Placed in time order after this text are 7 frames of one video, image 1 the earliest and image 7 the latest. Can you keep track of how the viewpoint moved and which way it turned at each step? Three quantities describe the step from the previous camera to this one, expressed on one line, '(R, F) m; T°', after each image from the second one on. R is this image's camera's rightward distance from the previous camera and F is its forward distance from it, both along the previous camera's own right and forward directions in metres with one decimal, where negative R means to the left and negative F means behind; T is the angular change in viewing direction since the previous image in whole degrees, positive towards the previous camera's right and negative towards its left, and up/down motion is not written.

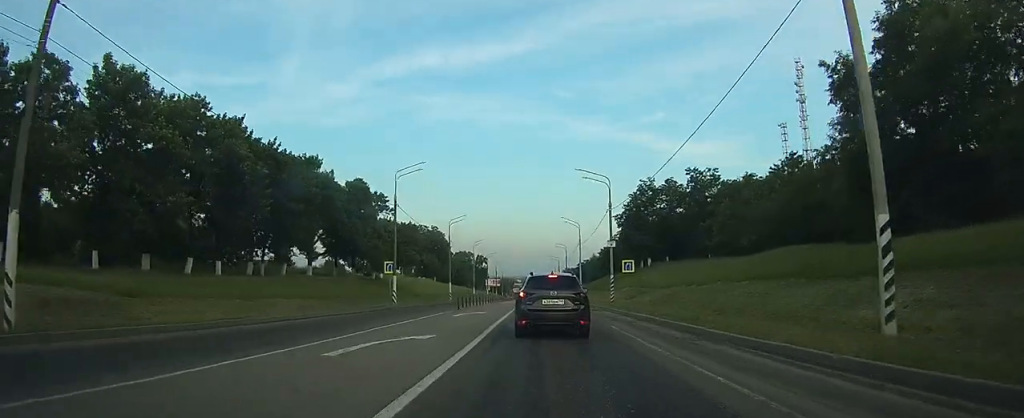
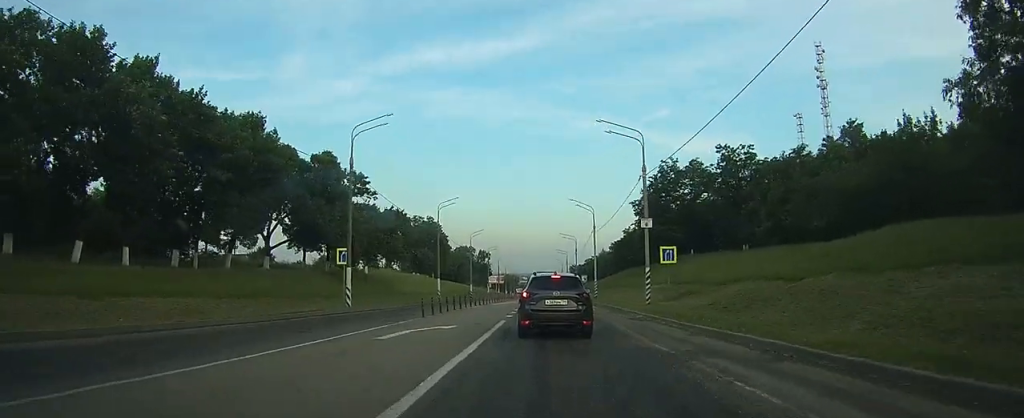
(0.0, +12.1) m; 0°
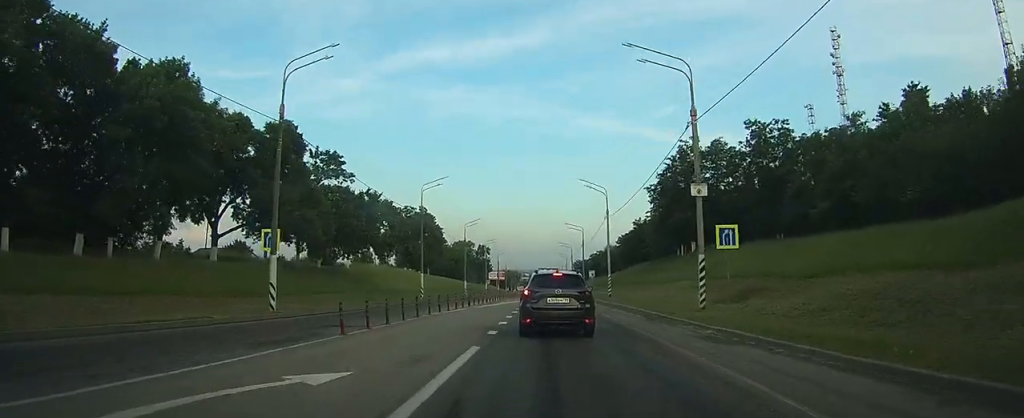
(0.0, +9.9) m; 0°
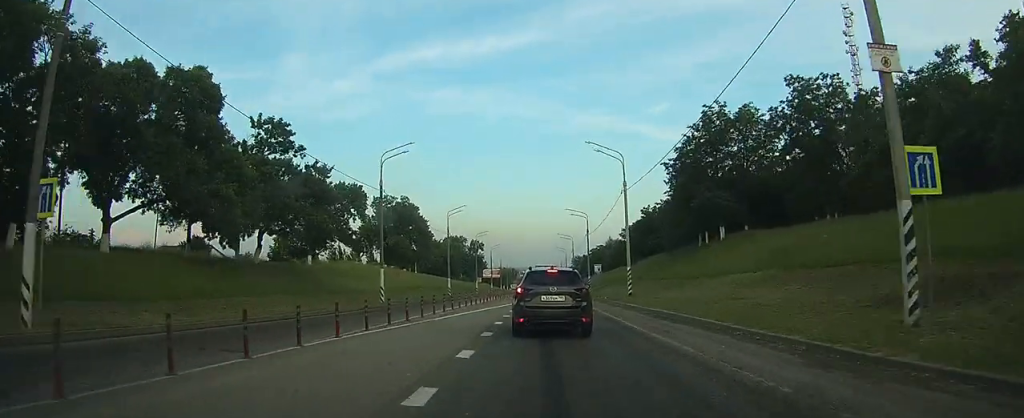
(0.0, +12.4) m; -1°
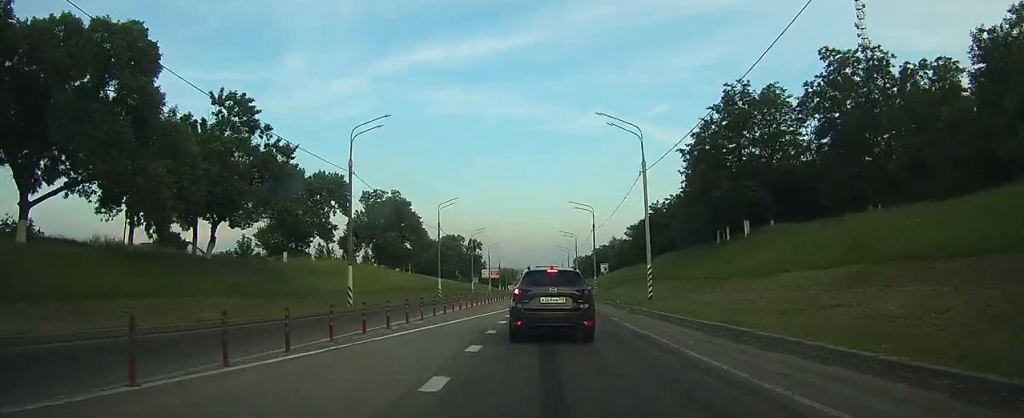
(0.0, +6.7) m; 0°
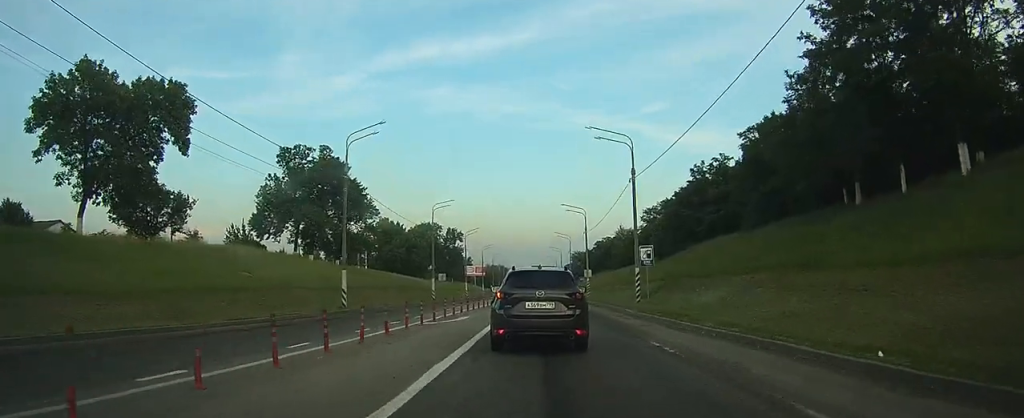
(-0.1, +32.2) m; +2°
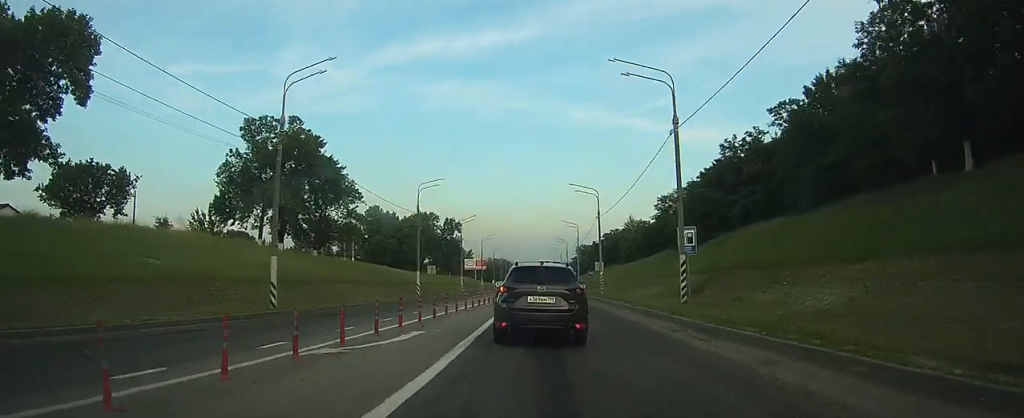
(+0.2, +10.8) m; +1°
